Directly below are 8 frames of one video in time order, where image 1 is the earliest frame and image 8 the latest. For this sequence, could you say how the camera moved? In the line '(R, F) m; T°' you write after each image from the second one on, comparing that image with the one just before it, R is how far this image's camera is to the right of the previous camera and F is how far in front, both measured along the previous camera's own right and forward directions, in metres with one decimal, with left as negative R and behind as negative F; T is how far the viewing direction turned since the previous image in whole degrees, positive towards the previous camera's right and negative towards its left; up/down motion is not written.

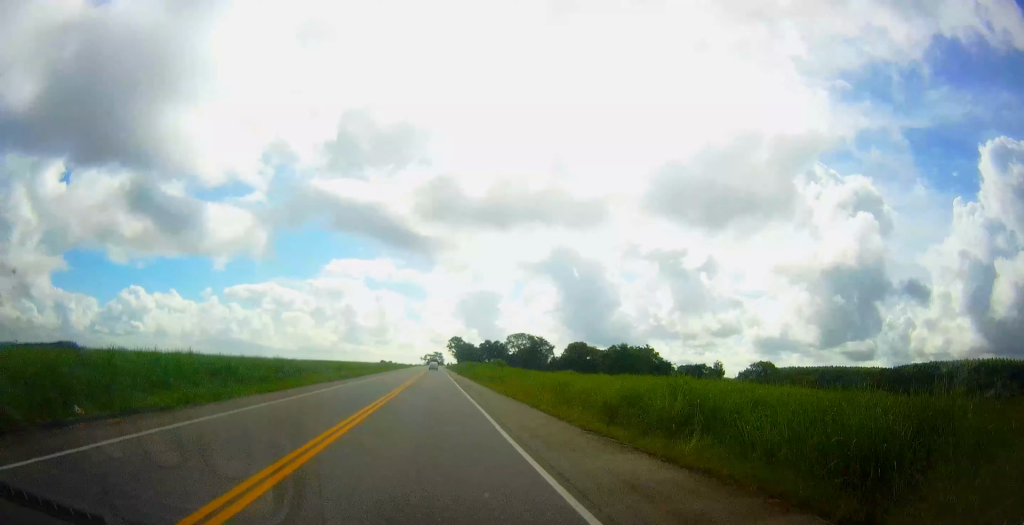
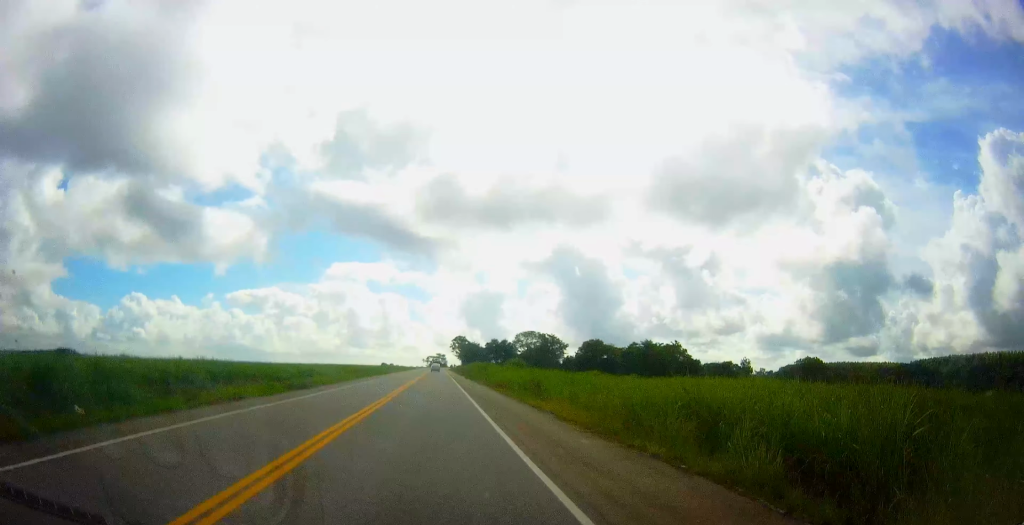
(-0.2, +17.7) m; -1°
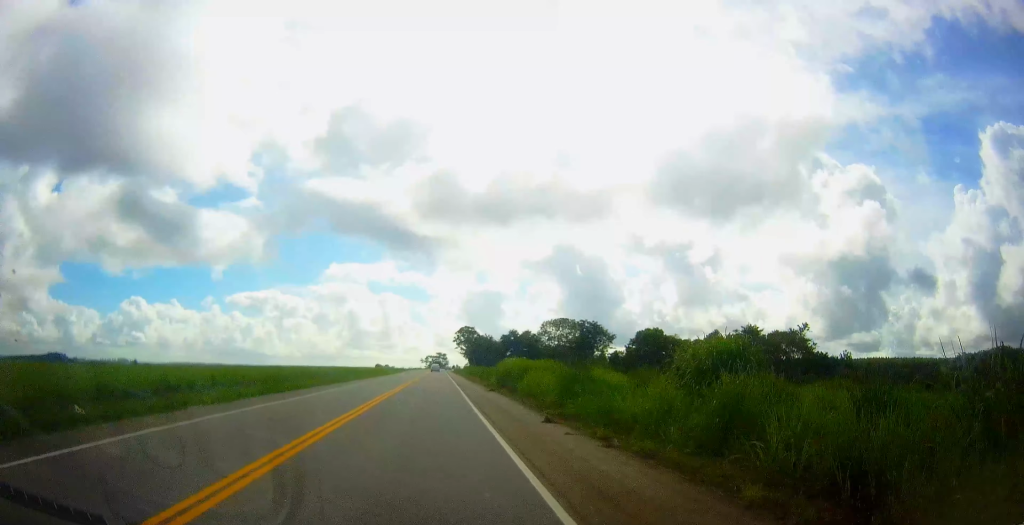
(-1.0, +52.3) m; -2°
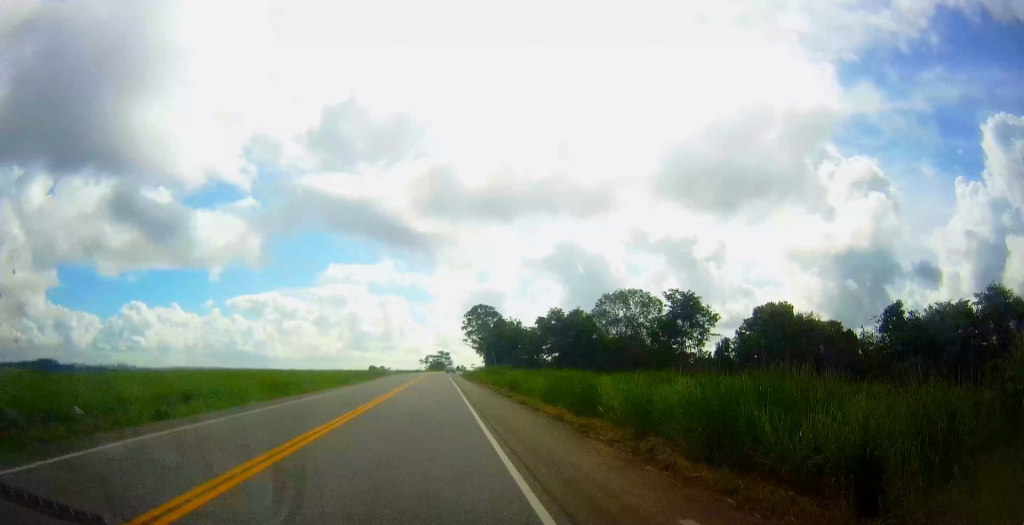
(0.0, +54.5) m; 0°
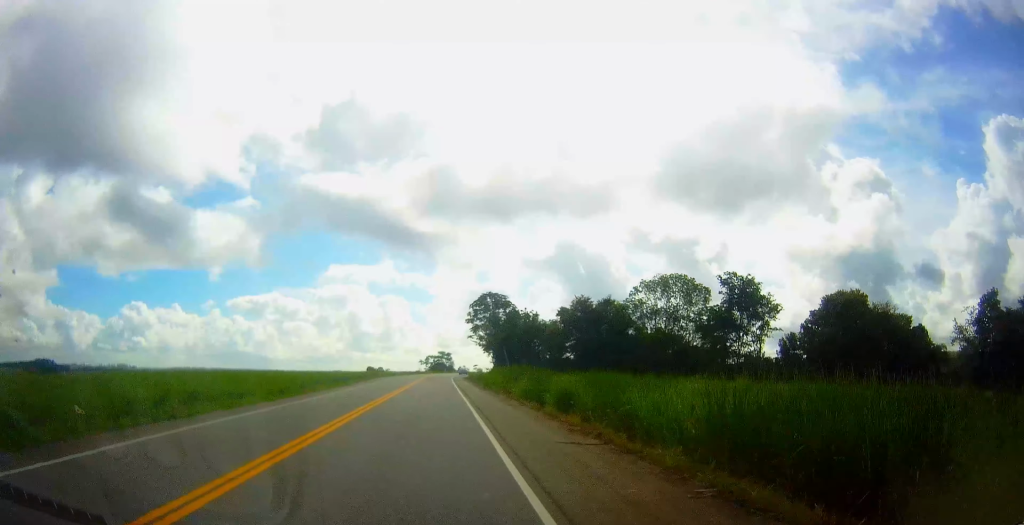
(+0.1, +17.8) m; 0°
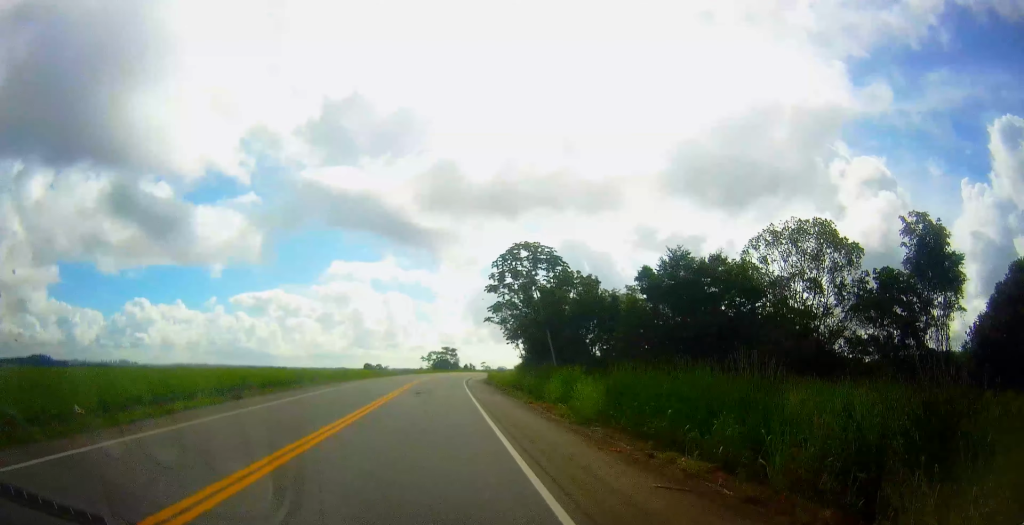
(0.0, +32.0) m; 0°
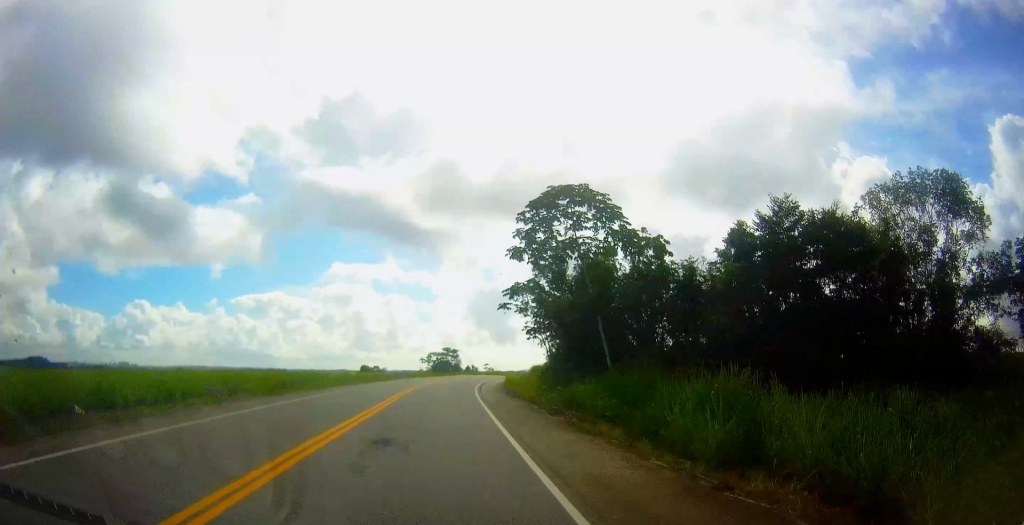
(0.0, +16.6) m; 0°
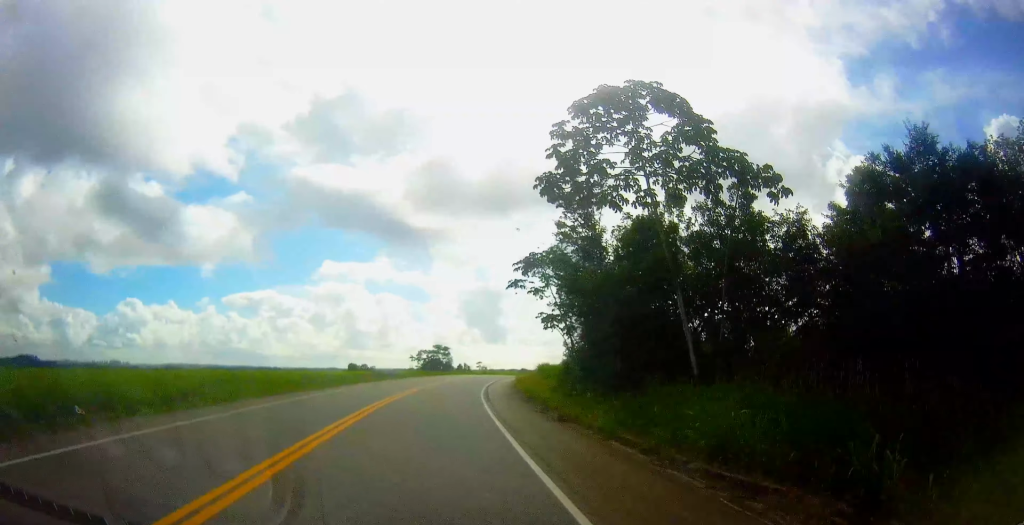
(0.0, +13.1) m; 0°
